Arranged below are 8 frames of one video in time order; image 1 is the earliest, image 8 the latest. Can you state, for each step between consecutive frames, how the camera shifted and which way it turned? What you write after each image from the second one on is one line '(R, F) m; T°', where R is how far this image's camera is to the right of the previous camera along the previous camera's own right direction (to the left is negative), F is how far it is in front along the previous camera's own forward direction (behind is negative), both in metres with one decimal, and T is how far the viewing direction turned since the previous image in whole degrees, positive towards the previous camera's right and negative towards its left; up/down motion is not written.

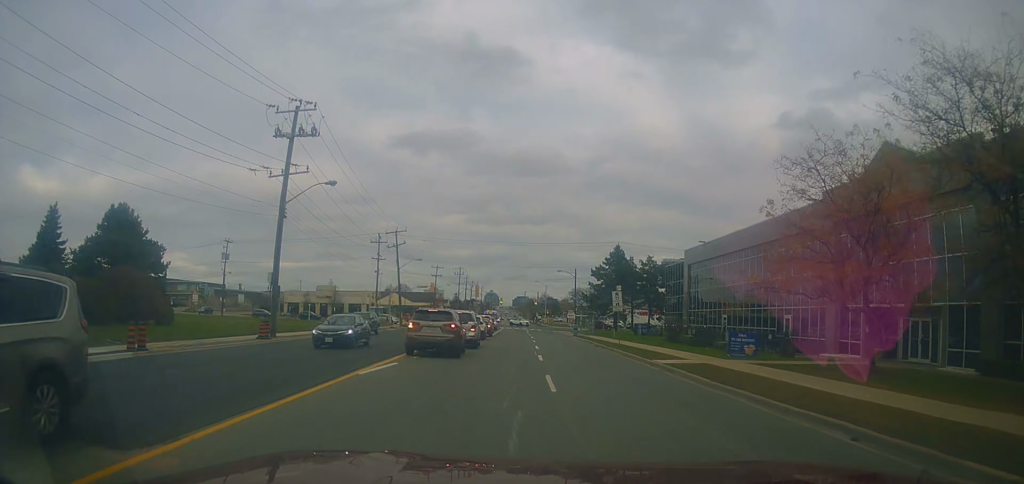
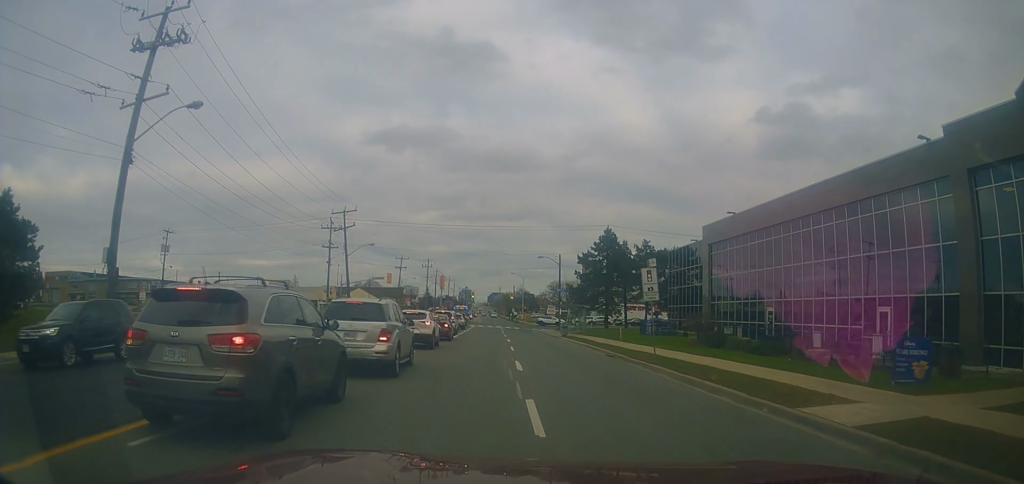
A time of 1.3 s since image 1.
(+0.2, +14.1) m; +1°
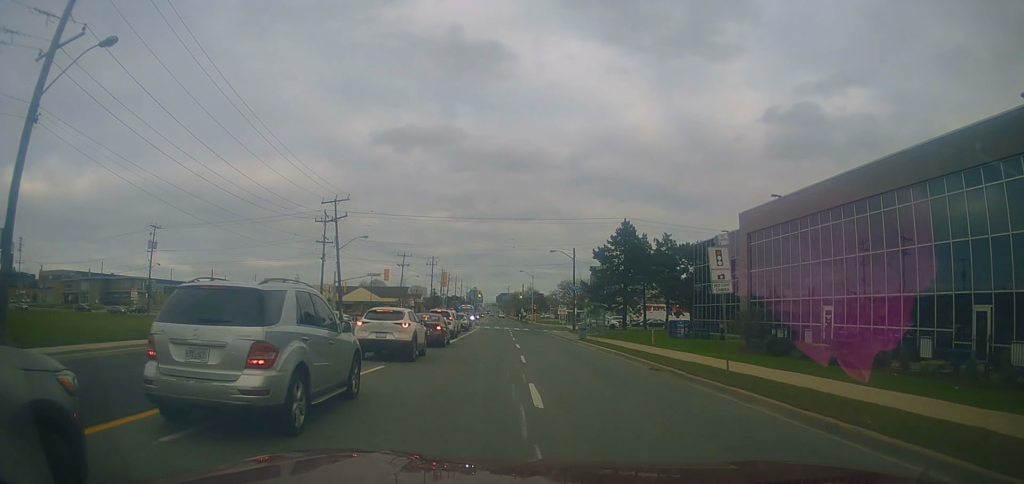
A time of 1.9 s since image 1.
(+0.1, +6.7) m; +1°
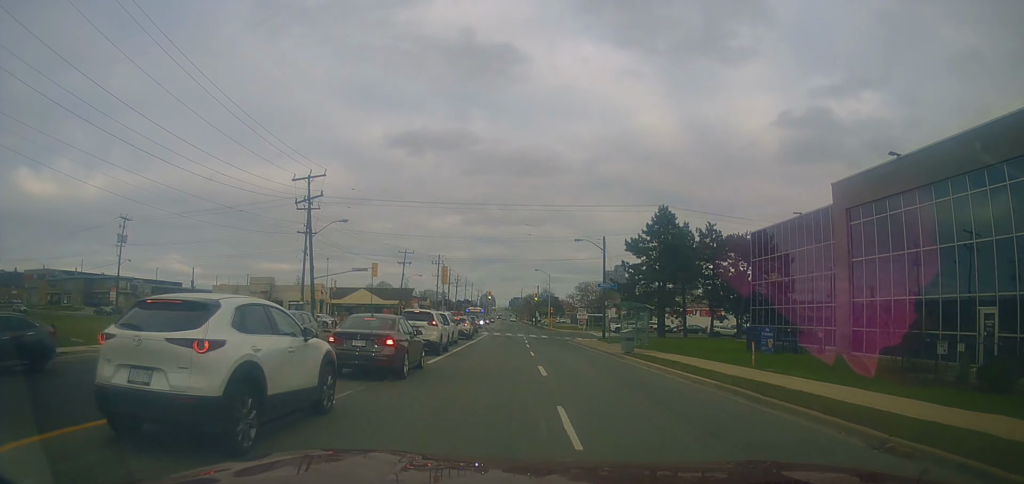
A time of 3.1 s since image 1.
(+0.3, +12.1) m; 0°
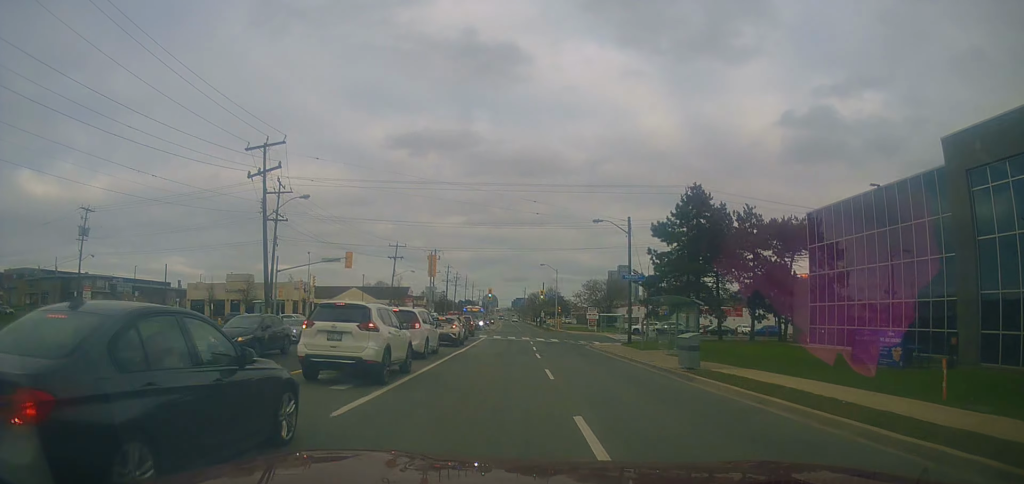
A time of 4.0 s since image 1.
(-0.2, +9.5) m; -2°
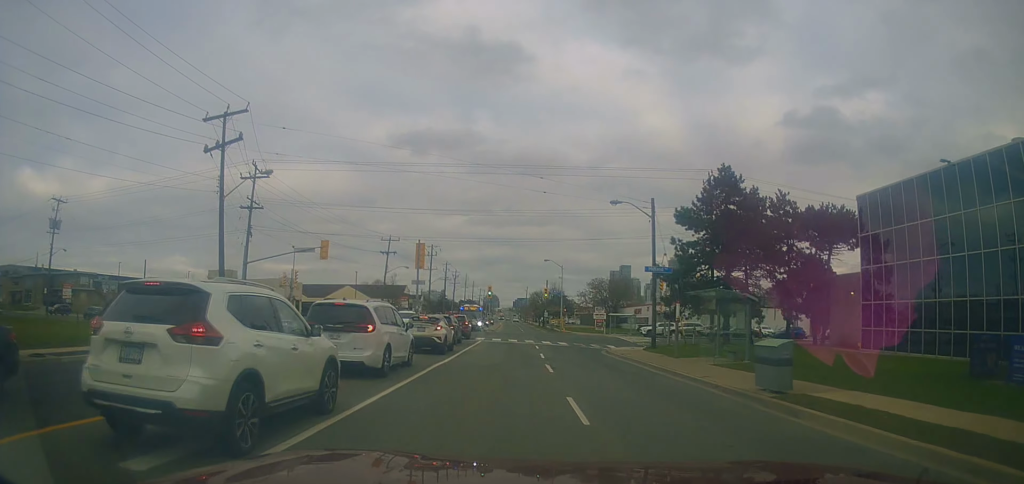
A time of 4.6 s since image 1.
(-0.1, +6.1) m; -1°
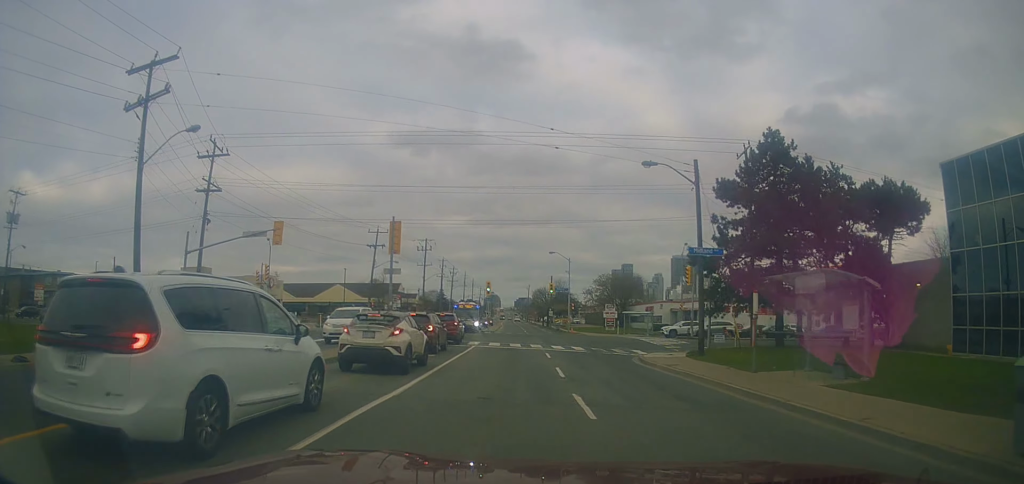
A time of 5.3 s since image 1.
(+0.1, +8.0) m; 0°
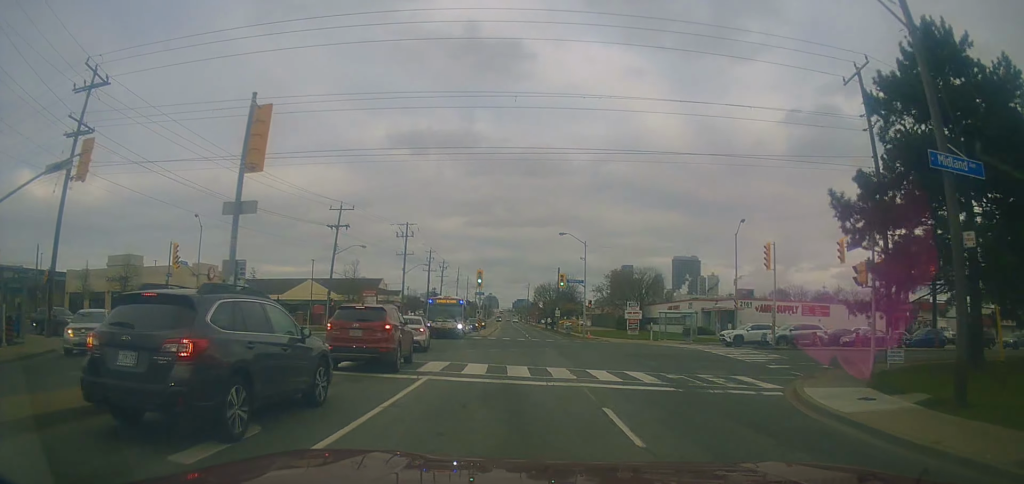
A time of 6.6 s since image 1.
(0.0, +15.7) m; -2°
